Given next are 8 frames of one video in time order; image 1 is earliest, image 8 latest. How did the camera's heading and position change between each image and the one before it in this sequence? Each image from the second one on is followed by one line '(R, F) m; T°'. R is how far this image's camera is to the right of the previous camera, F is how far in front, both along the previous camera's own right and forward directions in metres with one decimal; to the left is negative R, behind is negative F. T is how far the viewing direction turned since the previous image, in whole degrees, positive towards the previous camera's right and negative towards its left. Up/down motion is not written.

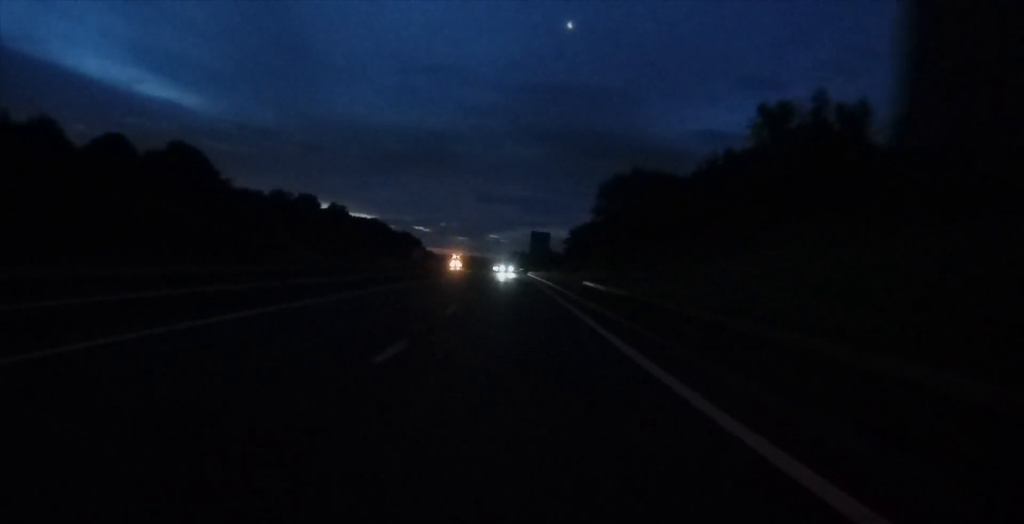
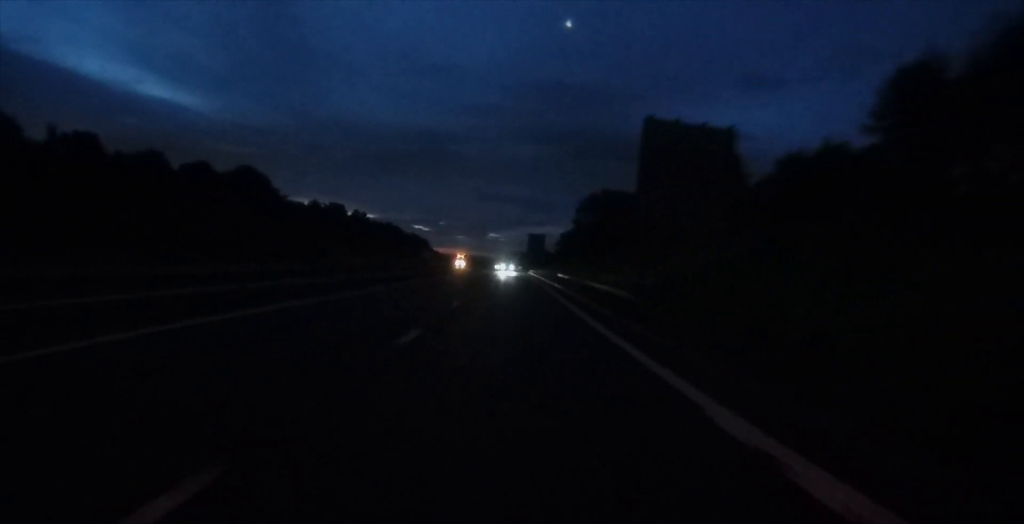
(-0.4, +19.8) m; 0°
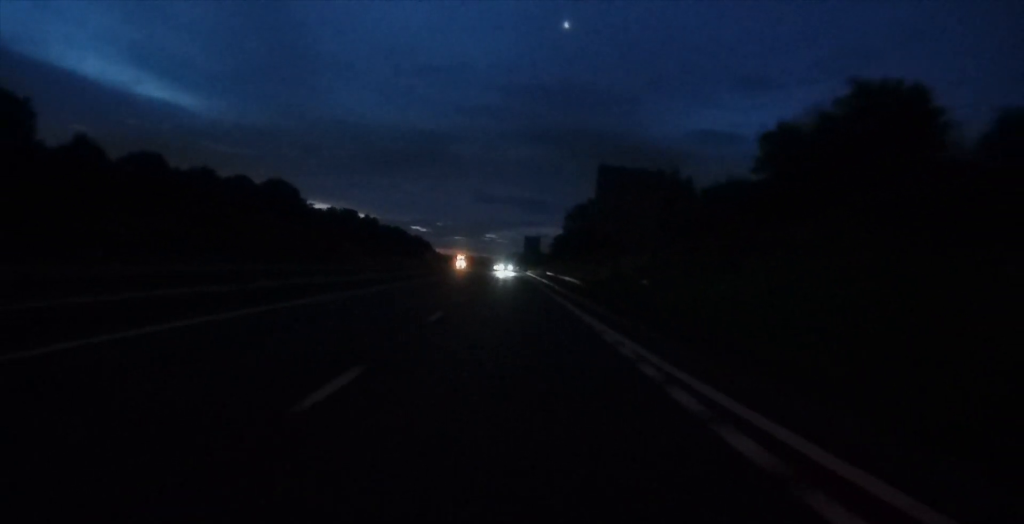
(+0.1, +13.7) m; 0°
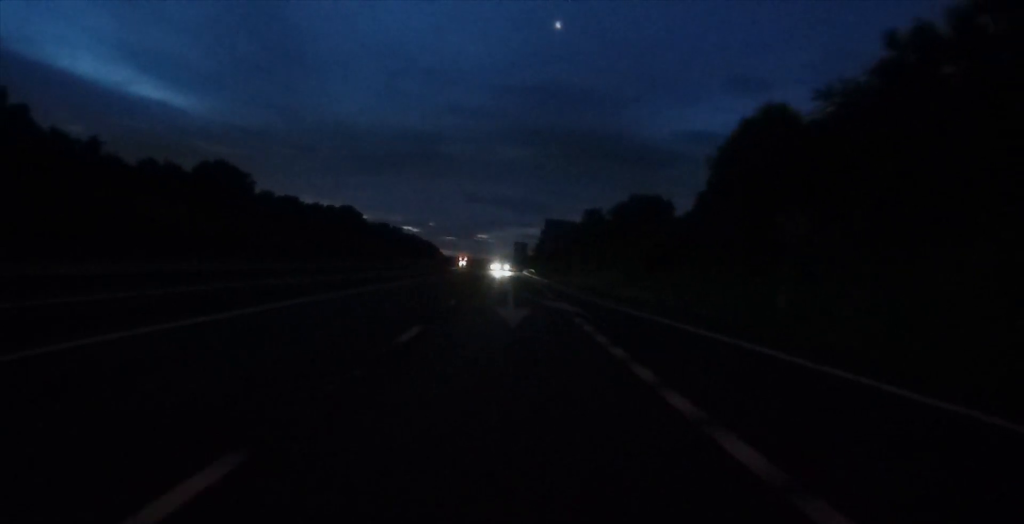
(+0.6, +51.5) m; +2°
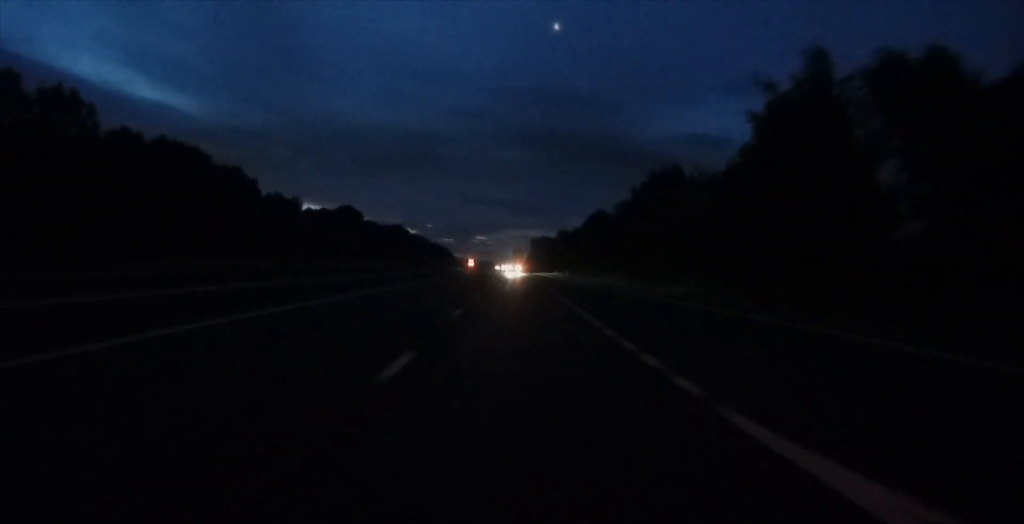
(0.0, +69.0) m; -1°
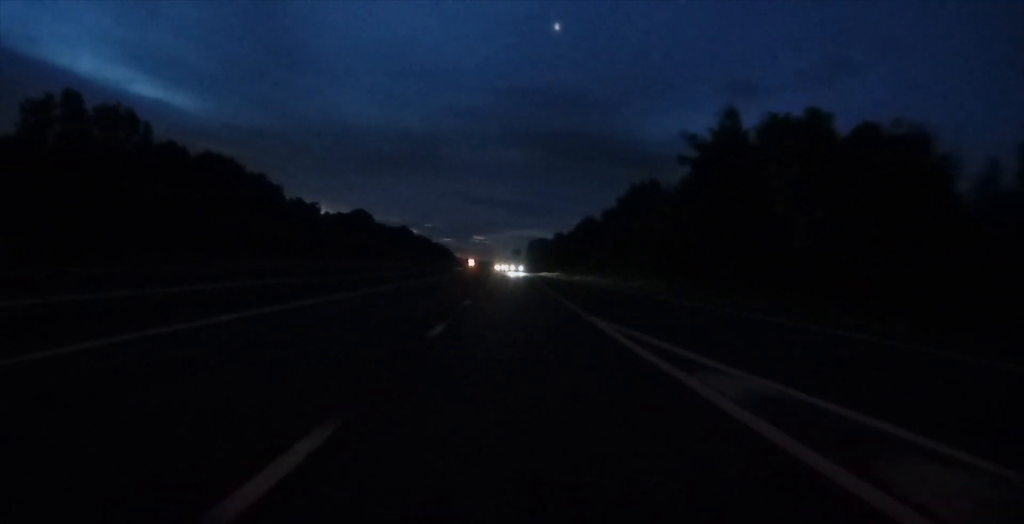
(0.0, +13.1) m; 0°
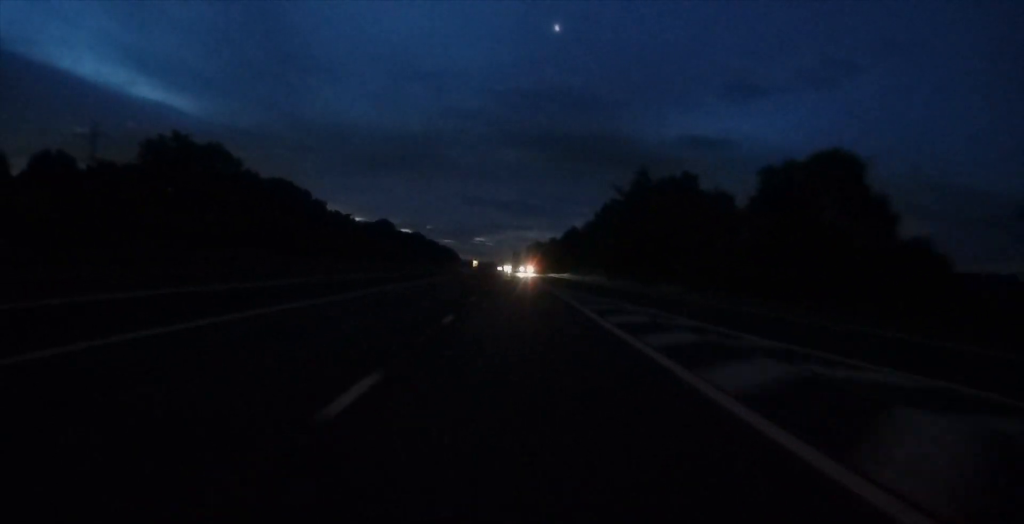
(+0.3, +29.1) m; 0°
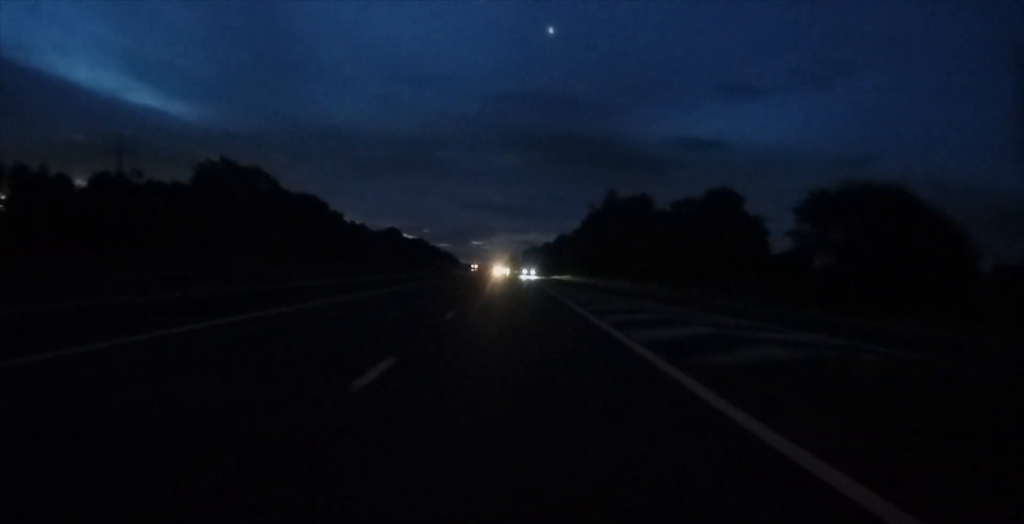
(+0.1, +19.0) m; 0°
